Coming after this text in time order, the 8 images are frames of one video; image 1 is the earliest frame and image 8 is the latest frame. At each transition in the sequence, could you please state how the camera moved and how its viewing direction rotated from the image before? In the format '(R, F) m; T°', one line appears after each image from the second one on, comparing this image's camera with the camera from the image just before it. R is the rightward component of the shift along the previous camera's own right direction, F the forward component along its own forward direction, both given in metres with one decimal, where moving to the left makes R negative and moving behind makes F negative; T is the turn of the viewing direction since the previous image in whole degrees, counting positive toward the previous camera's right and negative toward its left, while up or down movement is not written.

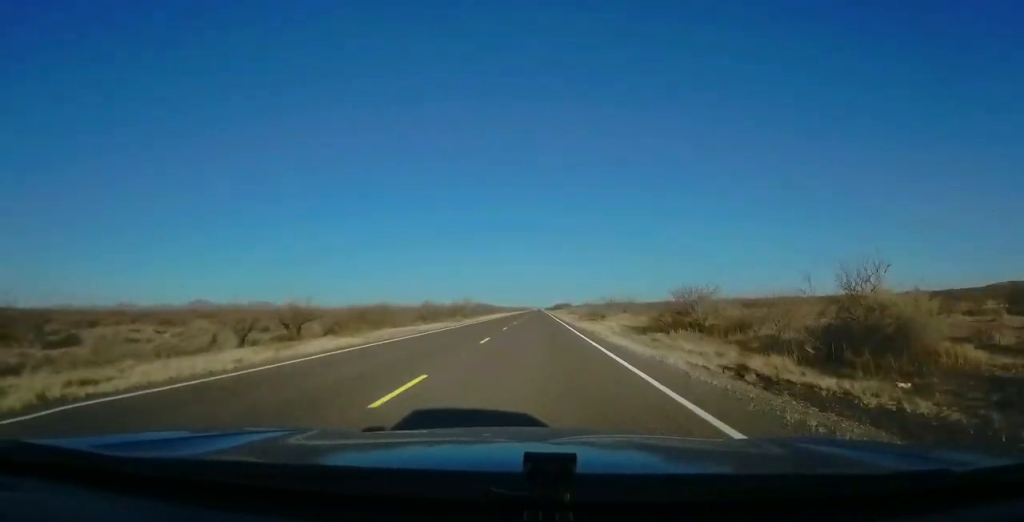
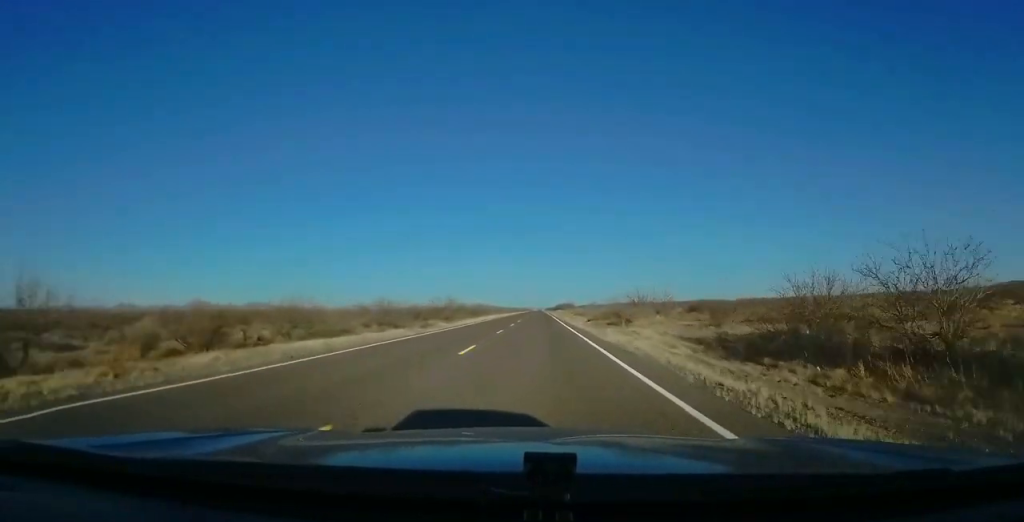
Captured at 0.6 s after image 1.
(+0.2, +16.6) m; +1°
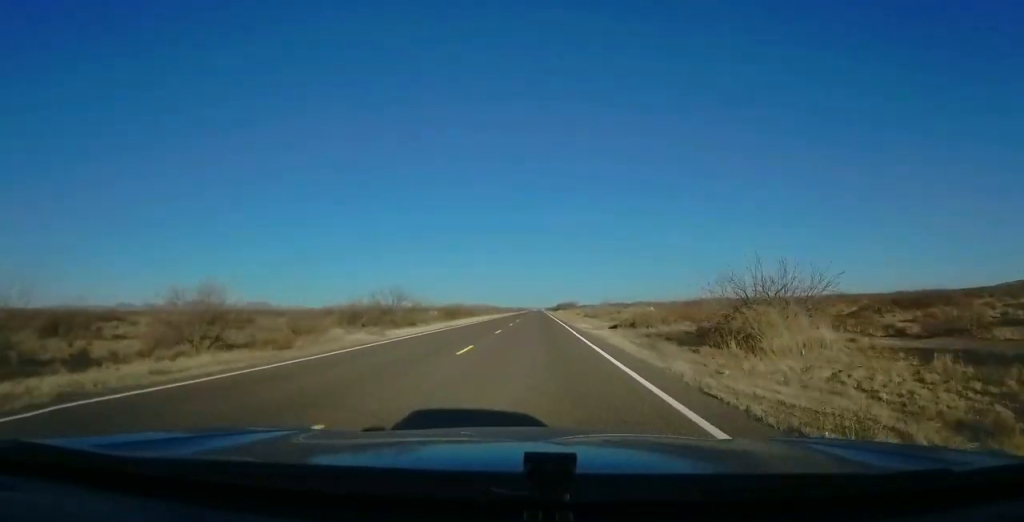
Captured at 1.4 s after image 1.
(+0.4, +24.4) m; +1°
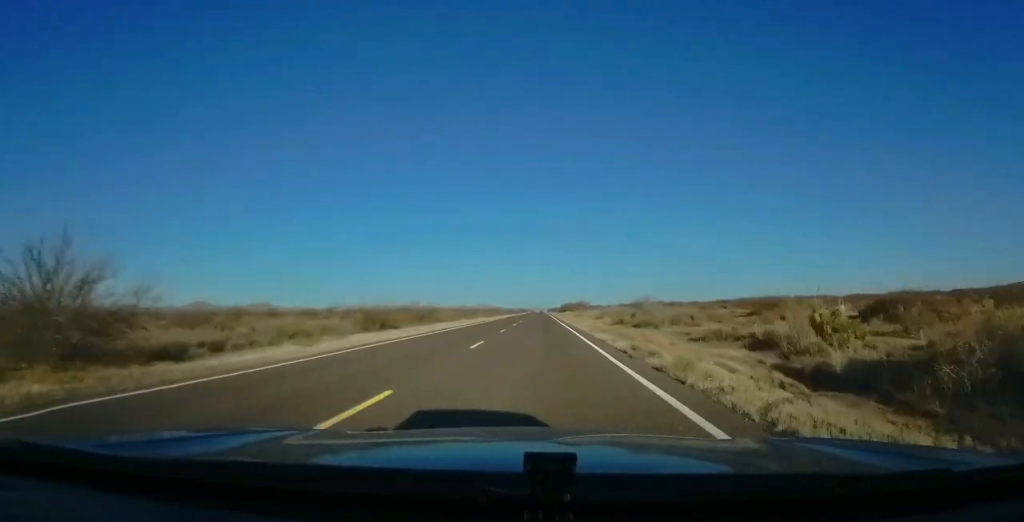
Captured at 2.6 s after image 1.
(-0.1, +34.0) m; -1°
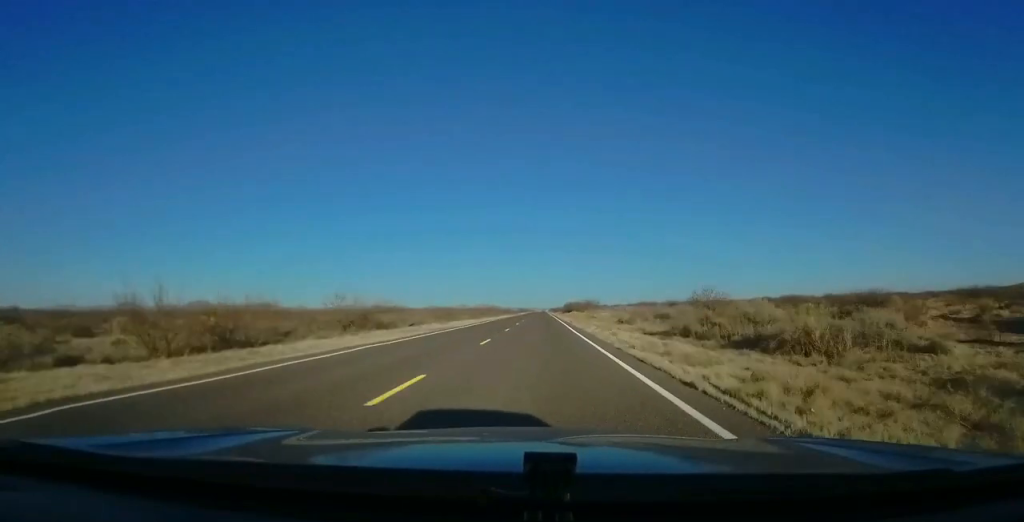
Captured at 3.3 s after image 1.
(-0.1, +22.3) m; -1°
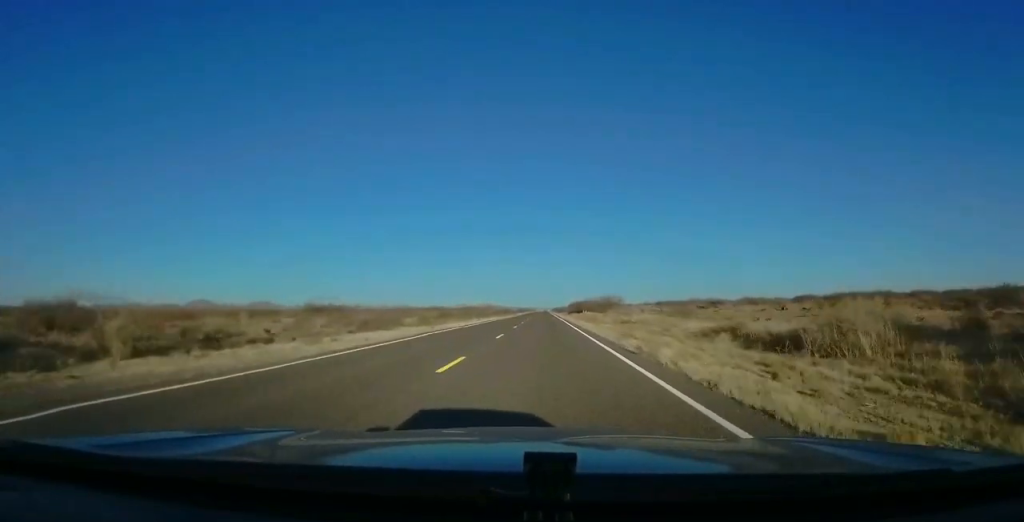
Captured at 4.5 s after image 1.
(-0.4, +32.9) m; -1°
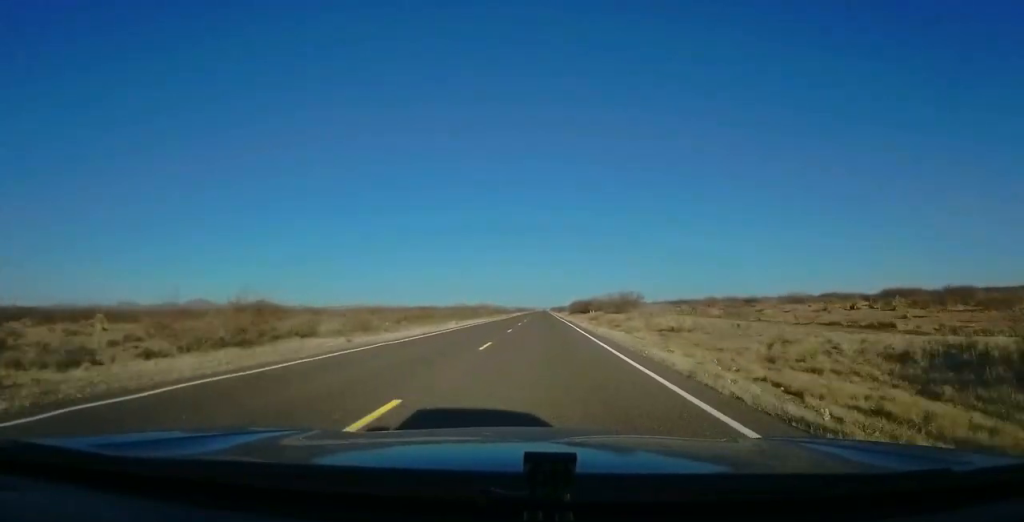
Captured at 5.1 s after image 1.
(-0.1, +18.5) m; 0°
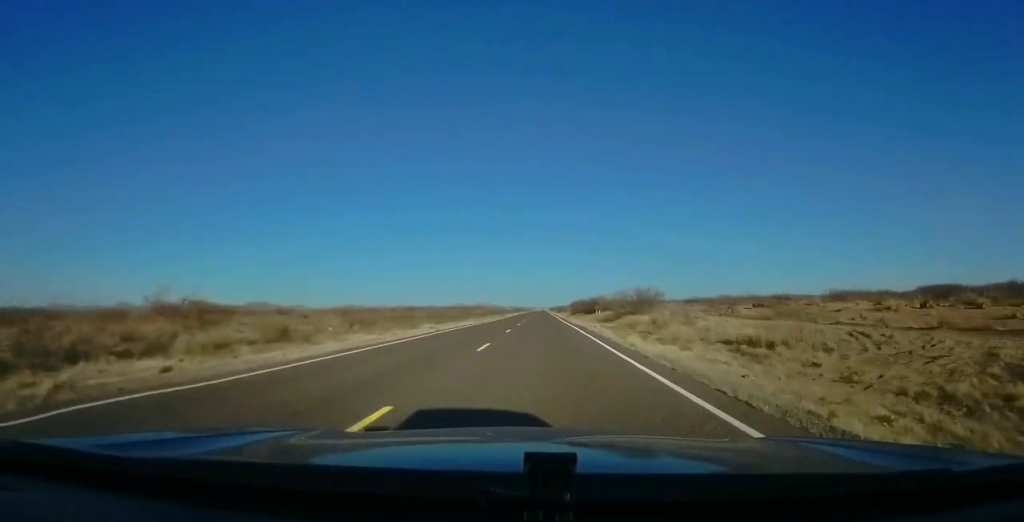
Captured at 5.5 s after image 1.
(0.0, +12.7) m; +1°
